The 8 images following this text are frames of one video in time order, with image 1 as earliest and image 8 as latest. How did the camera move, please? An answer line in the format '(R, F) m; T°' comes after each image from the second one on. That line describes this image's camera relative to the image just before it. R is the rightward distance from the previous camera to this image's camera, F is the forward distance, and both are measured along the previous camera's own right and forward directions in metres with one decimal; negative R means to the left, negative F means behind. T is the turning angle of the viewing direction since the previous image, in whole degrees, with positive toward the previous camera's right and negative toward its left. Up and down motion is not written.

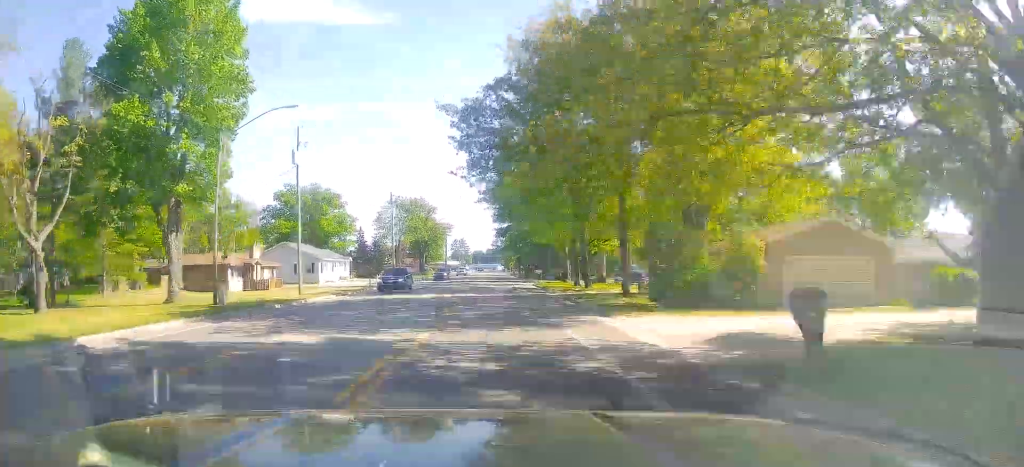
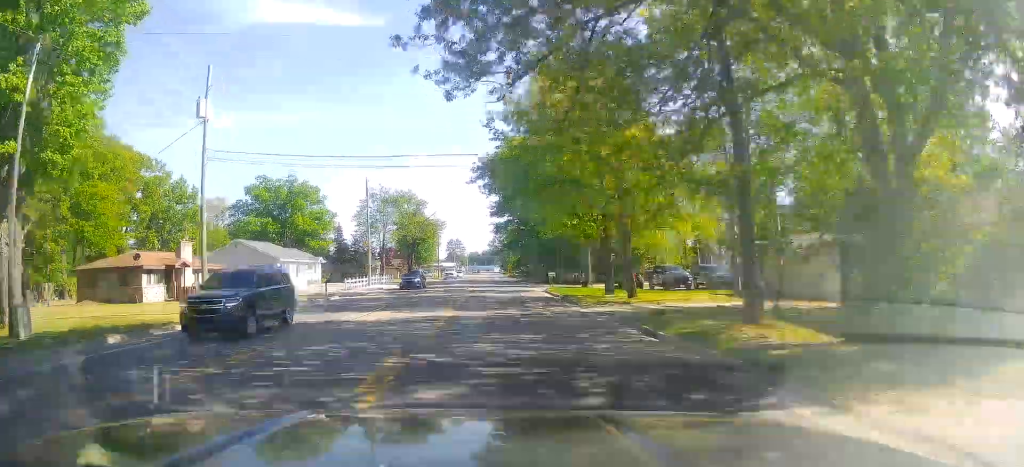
(0.0, +14.1) m; +1°
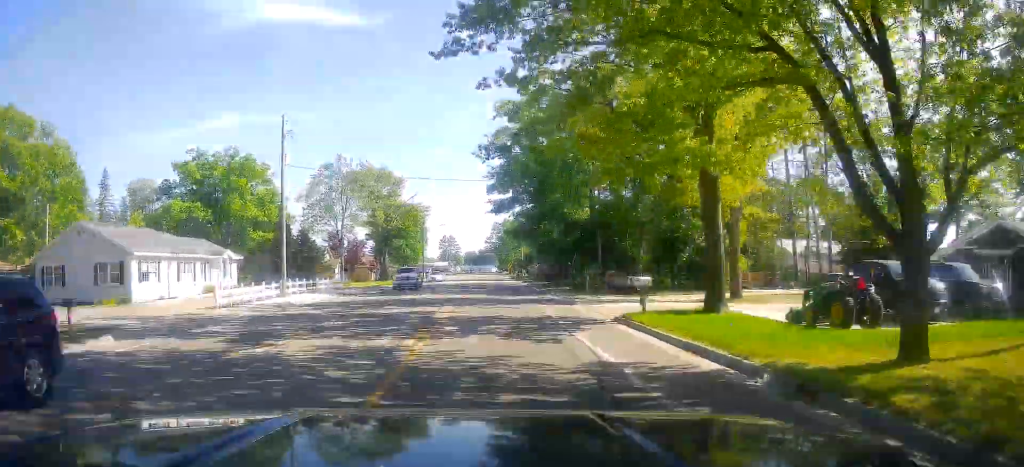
(+0.8, +26.7) m; +1°
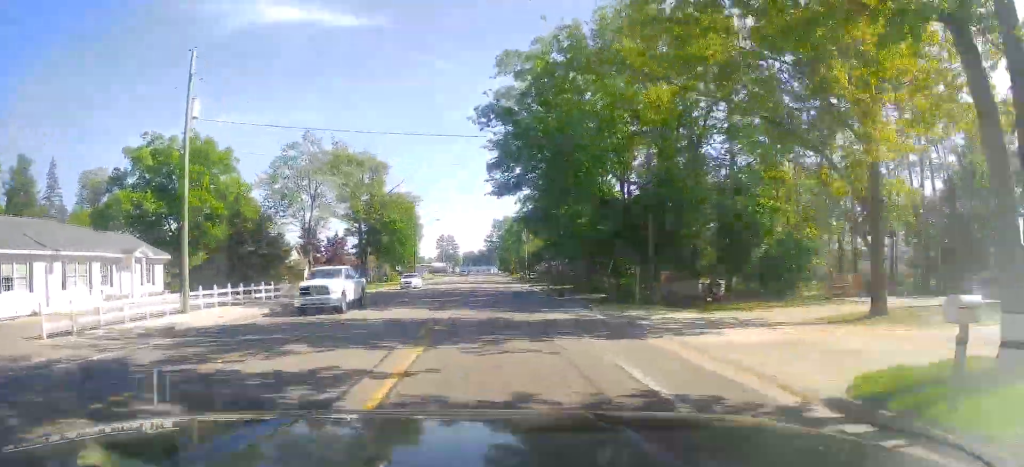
(-0.2, +13.2) m; -1°
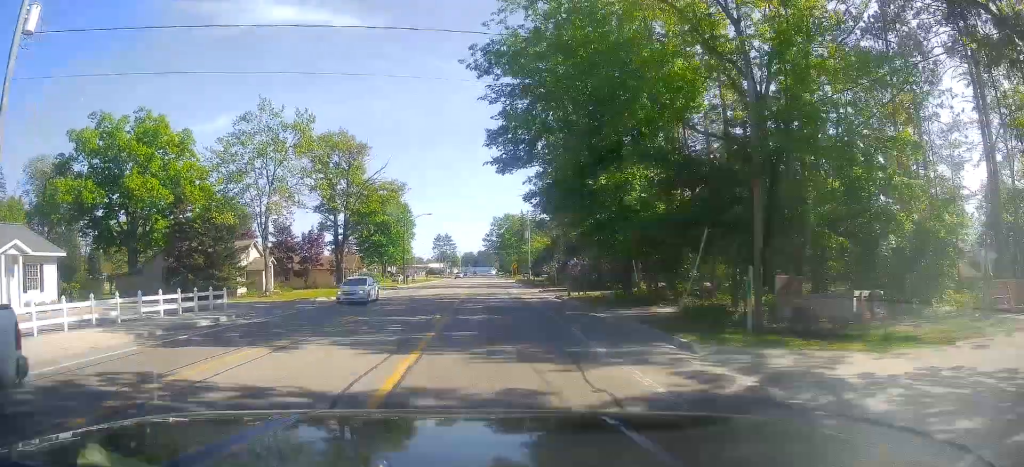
(-0.3, +11.9) m; -1°
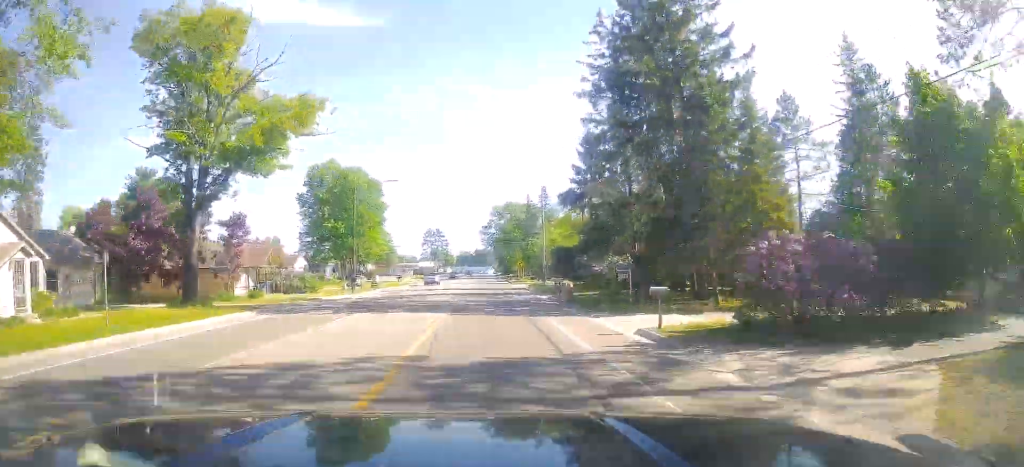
(0.0, +32.1) m; 0°
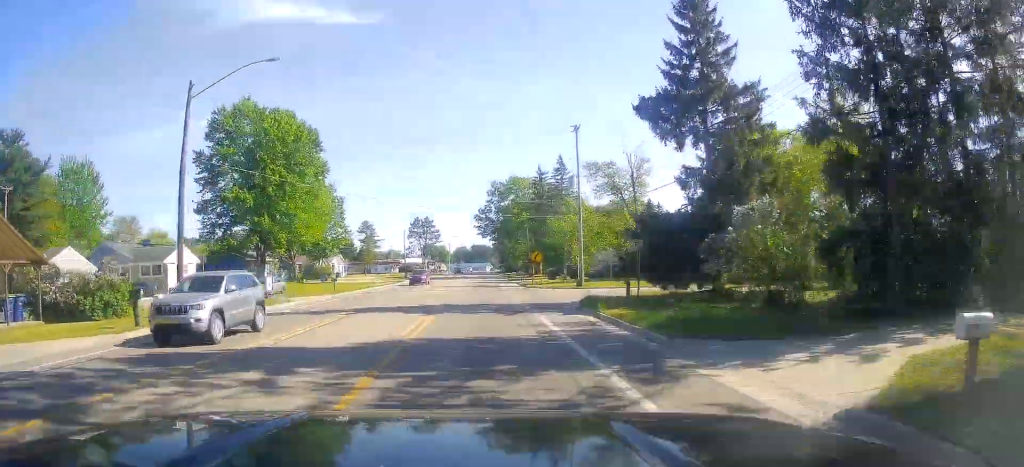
(+0.5, +32.3) m; +2°
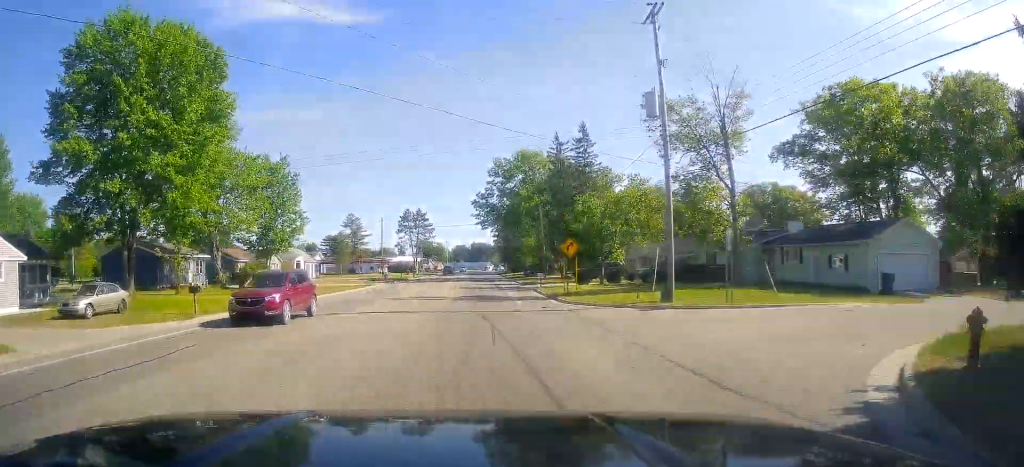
(+0.2, +22.7) m; -1°
